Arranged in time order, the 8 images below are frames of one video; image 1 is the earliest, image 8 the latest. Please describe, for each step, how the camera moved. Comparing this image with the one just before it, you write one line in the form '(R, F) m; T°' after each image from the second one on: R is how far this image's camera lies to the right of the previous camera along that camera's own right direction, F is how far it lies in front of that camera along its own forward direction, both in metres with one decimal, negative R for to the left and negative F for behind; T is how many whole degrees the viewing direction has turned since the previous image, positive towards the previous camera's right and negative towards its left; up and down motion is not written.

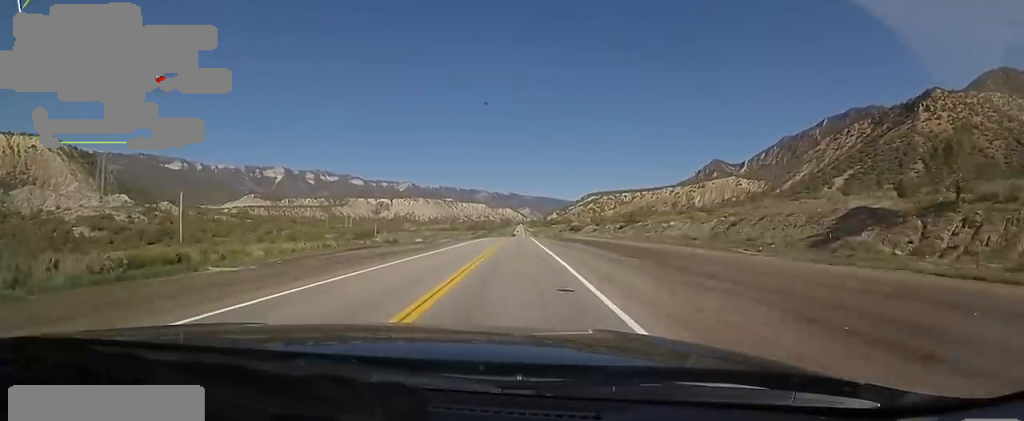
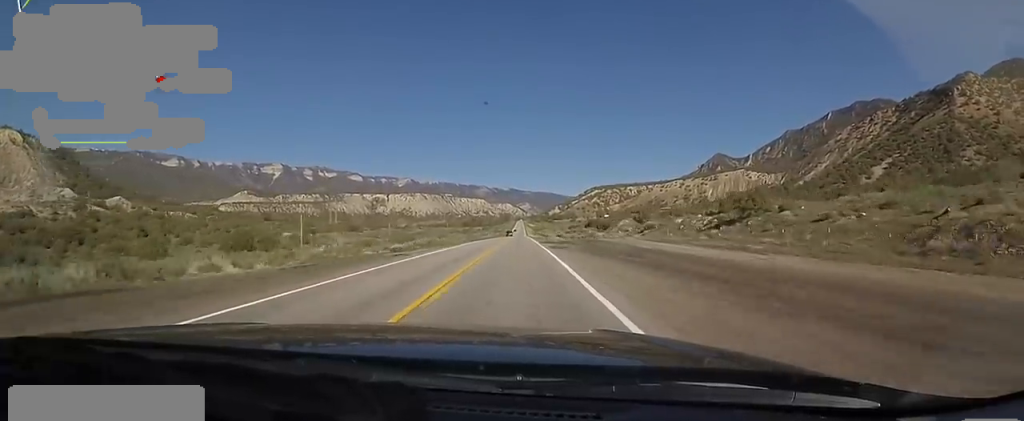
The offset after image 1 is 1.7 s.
(-1.4, +50.8) m; +1°
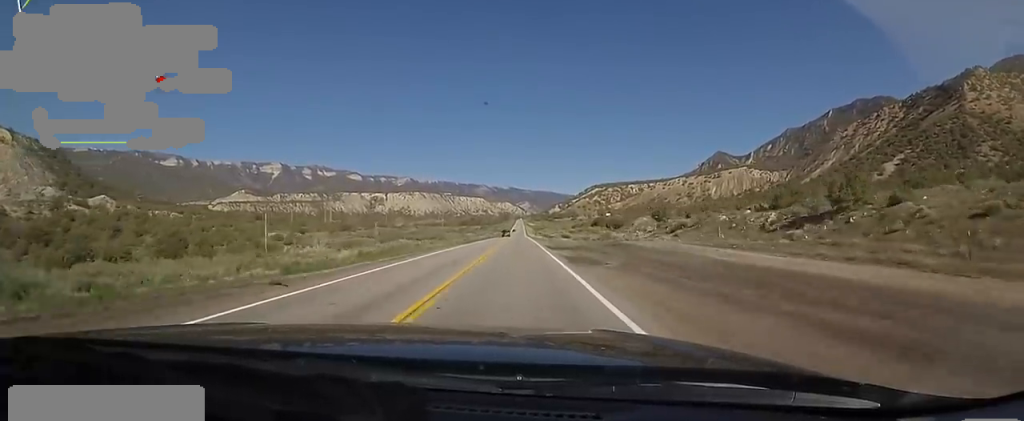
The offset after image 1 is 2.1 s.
(+0.9, +14.3) m; 0°
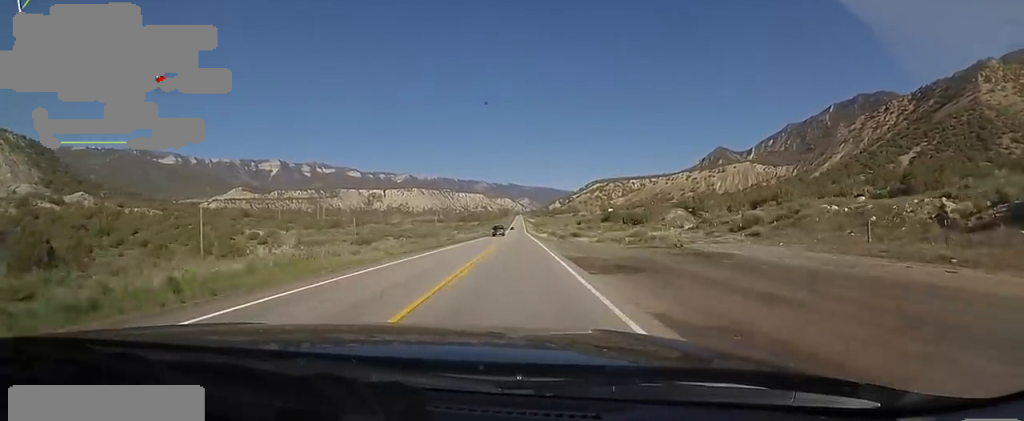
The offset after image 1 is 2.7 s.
(+0.7, +18.4) m; 0°
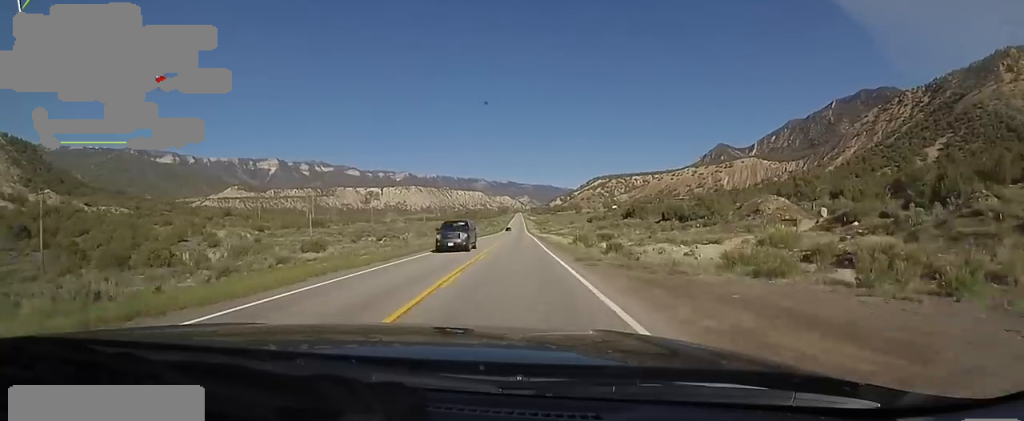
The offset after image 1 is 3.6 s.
(-1.6, +26.6) m; 0°
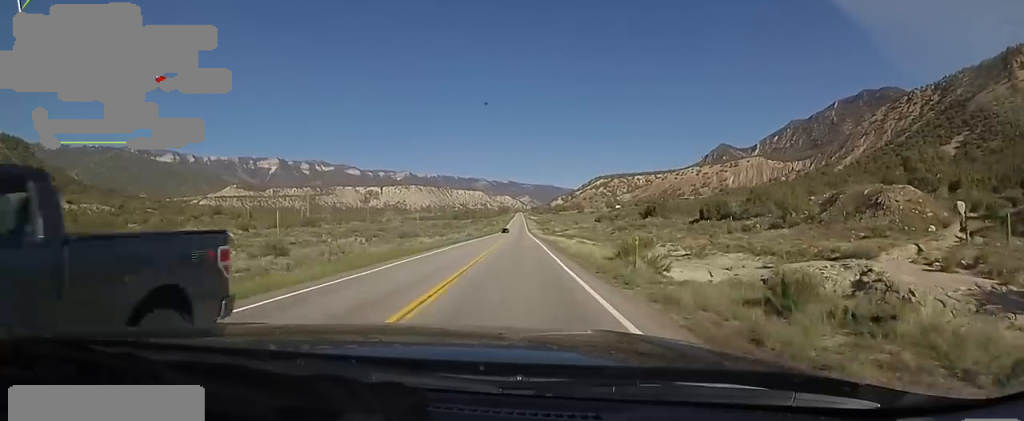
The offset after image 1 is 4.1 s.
(+0.8, +14.3) m; 0°
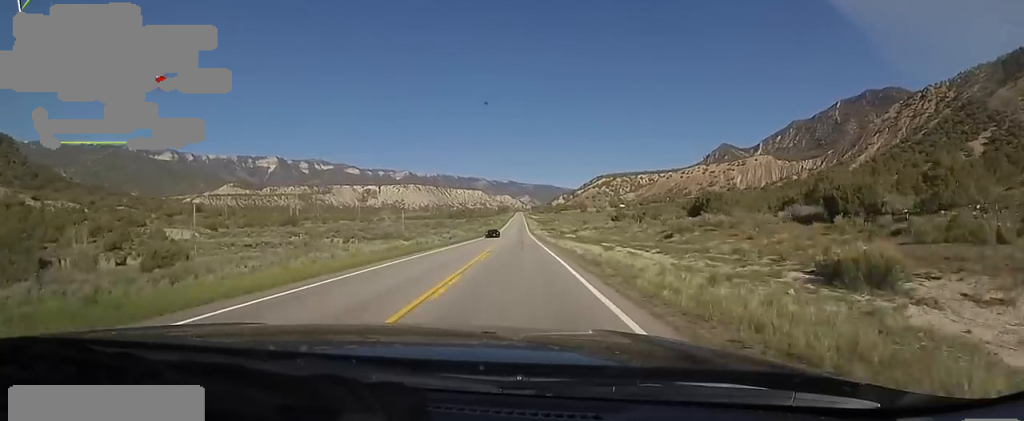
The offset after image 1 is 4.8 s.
(+0.6, +23.6) m; 0°
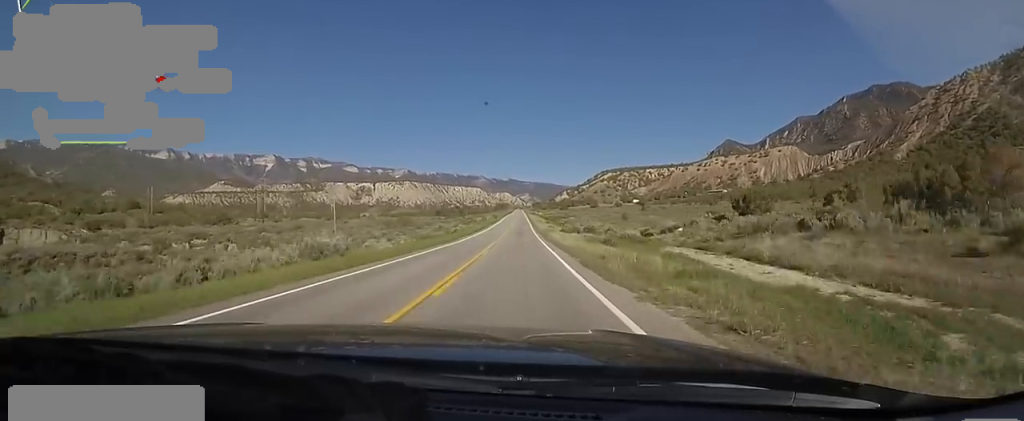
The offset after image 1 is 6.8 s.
(0.0, +61.7) m; 0°
